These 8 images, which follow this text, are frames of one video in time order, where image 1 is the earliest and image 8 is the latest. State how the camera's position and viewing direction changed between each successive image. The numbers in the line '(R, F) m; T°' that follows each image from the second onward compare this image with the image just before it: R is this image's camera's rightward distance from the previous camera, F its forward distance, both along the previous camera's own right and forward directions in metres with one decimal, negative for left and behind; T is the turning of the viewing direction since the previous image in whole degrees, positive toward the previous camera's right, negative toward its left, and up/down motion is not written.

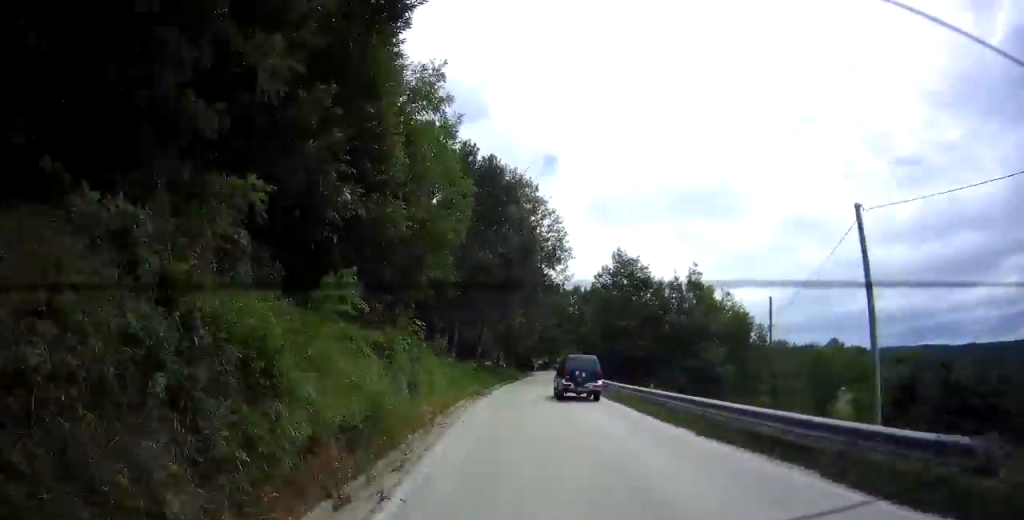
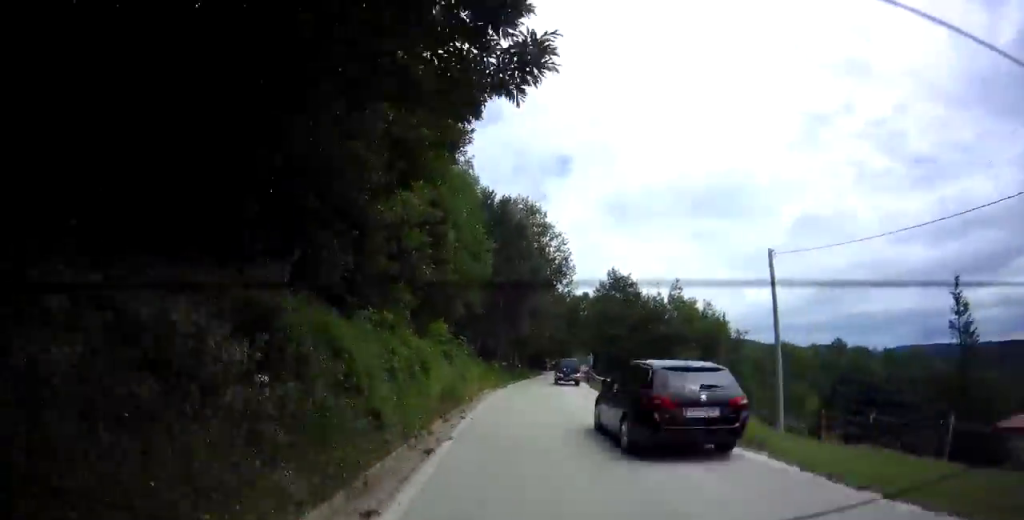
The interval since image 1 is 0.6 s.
(+0.3, +8.0) m; -2°
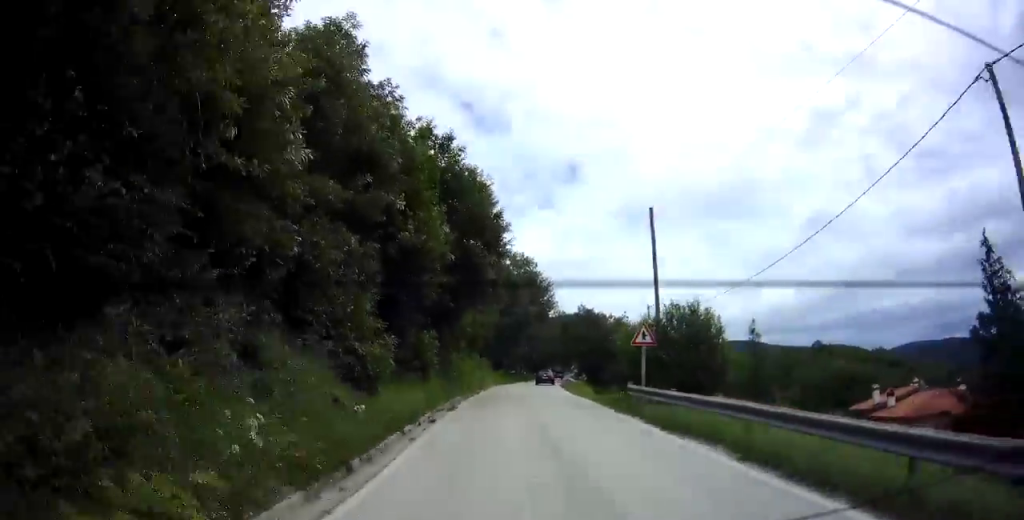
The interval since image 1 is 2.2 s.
(-0.5, +21.3) m; 0°
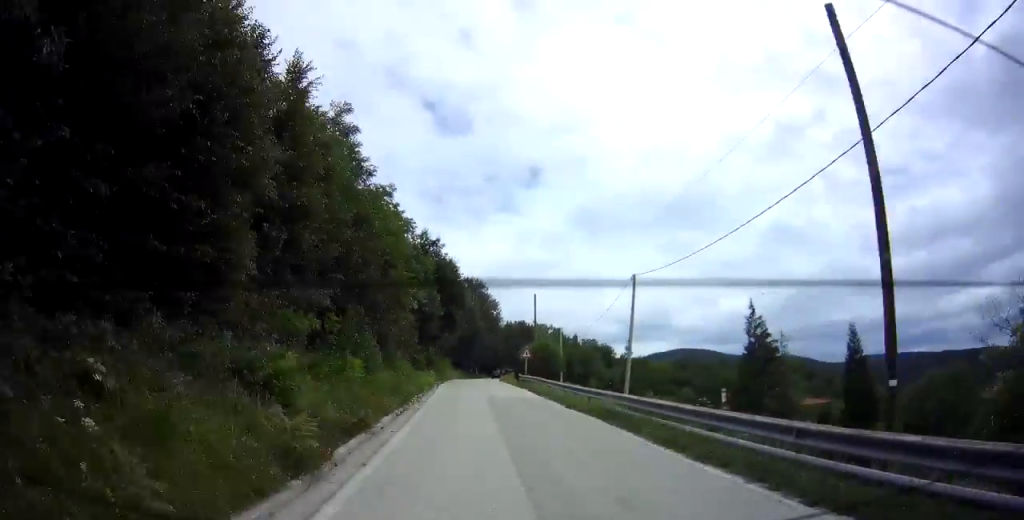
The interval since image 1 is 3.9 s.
(-0.5, +23.0) m; 0°
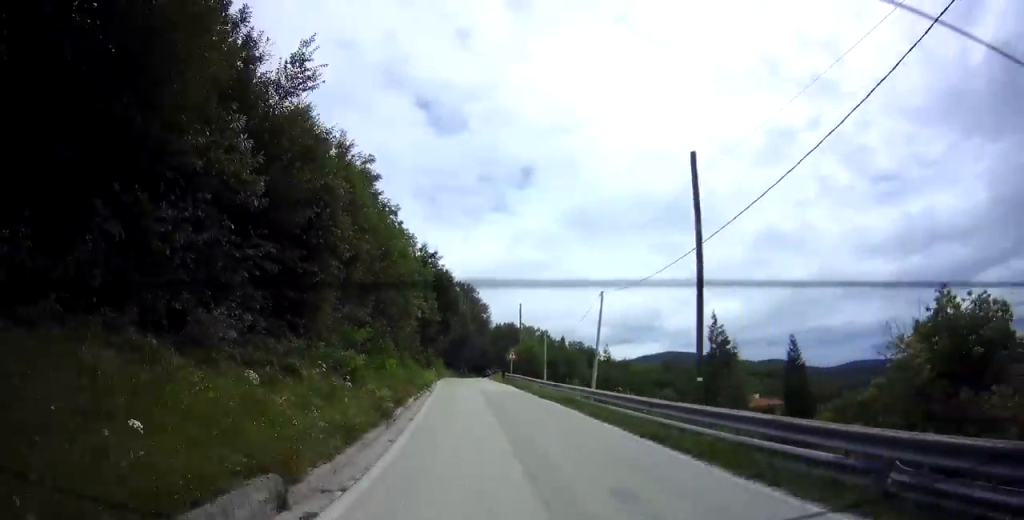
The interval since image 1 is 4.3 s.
(+0.2, +6.0) m; +2°
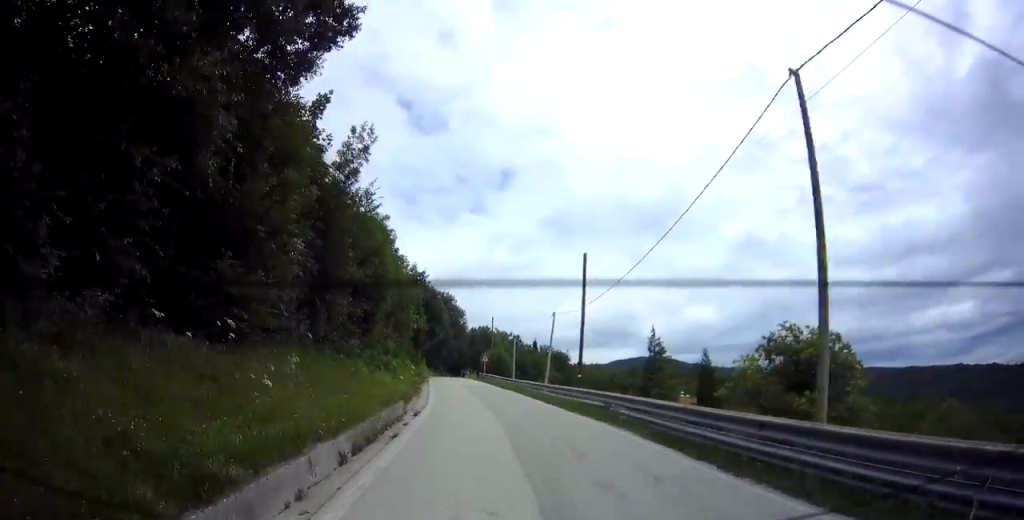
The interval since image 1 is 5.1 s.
(+0.4, +11.1) m; +4°
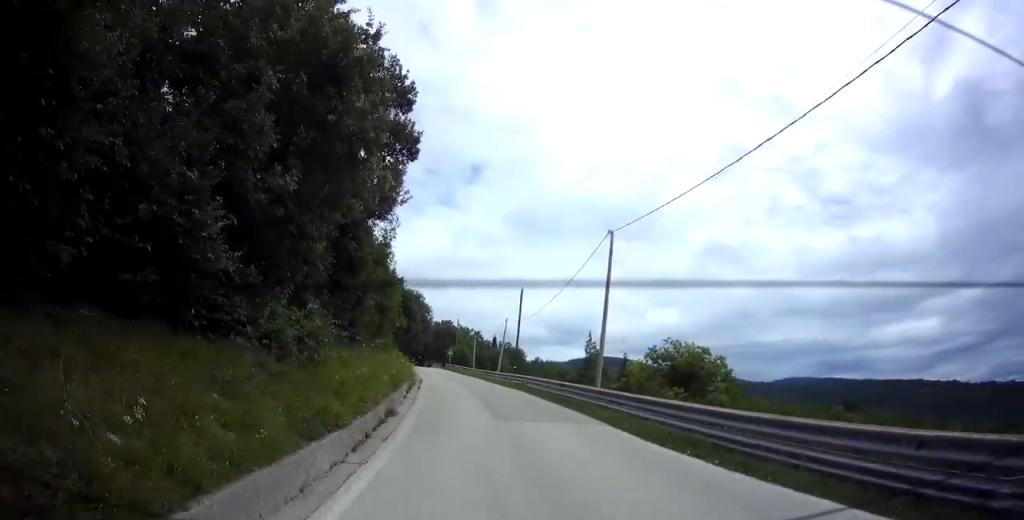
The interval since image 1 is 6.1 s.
(+0.6, +13.1) m; +6°
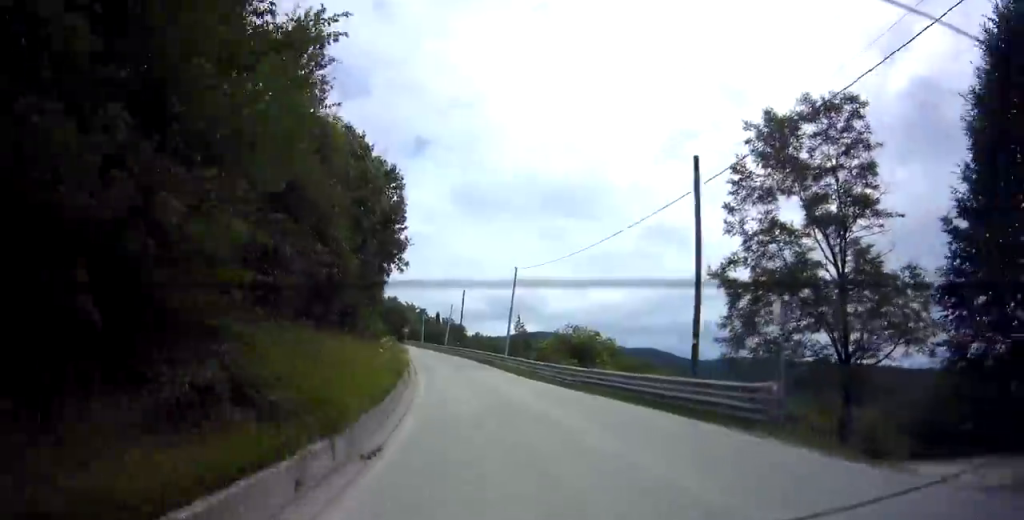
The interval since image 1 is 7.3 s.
(+1.3, +16.2) m; +7°
